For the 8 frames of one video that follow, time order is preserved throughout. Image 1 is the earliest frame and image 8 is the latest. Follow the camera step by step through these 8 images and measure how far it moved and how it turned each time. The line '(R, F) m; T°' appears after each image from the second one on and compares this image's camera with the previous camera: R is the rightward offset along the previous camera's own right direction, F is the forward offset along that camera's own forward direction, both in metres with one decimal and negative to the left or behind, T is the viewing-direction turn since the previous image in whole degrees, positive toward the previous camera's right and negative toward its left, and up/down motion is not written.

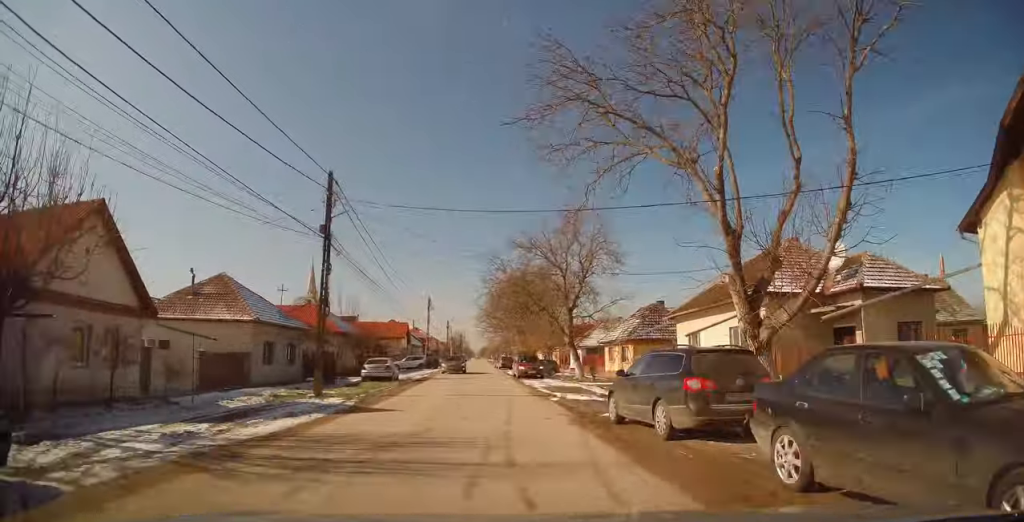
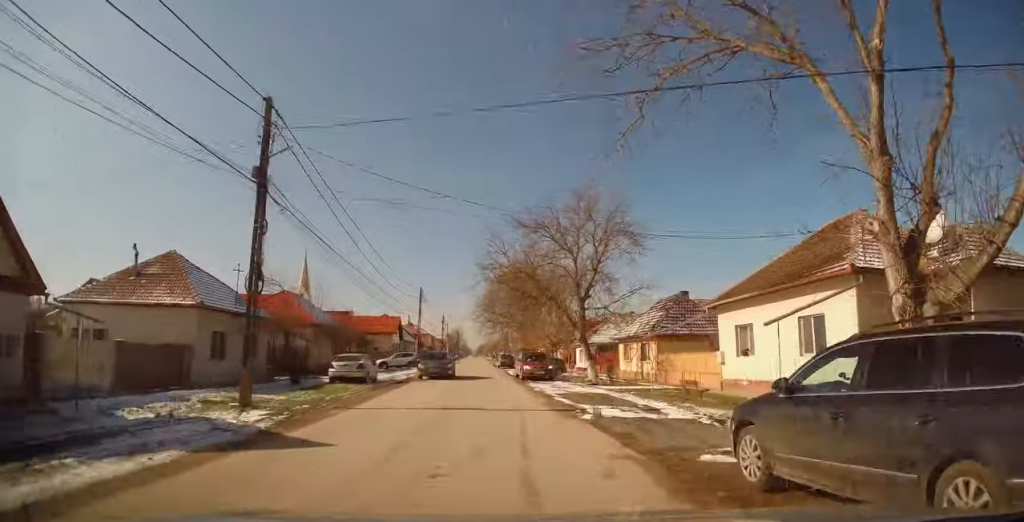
(+0.2, +5.9) m; 0°
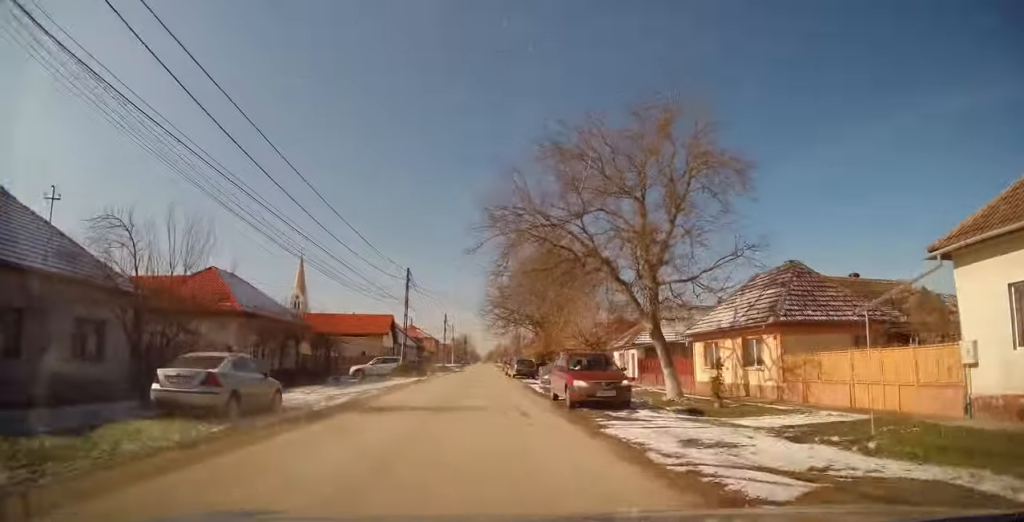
(-0.5, +14.2) m; -2°
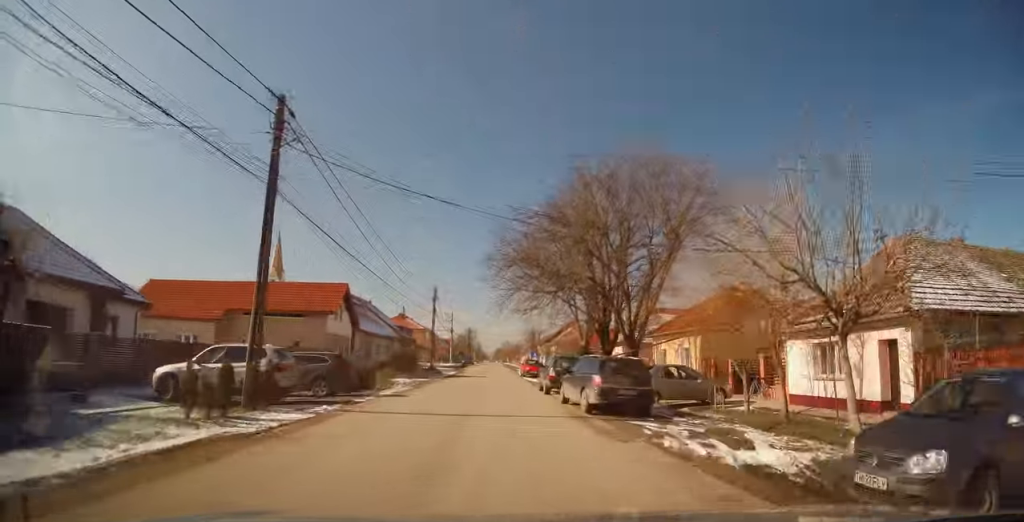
(-0.4, +27.3) m; 0°
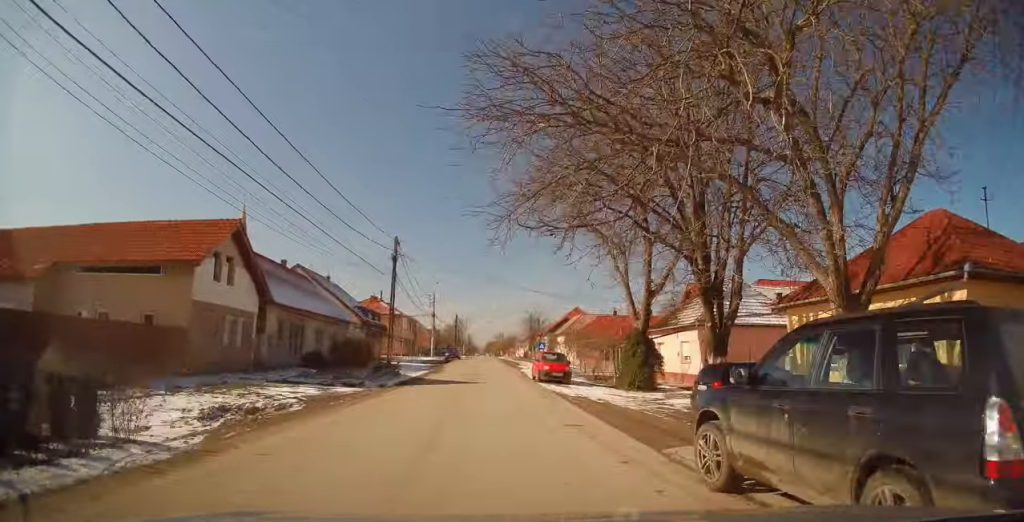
(+0.3, +18.7) m; +1°
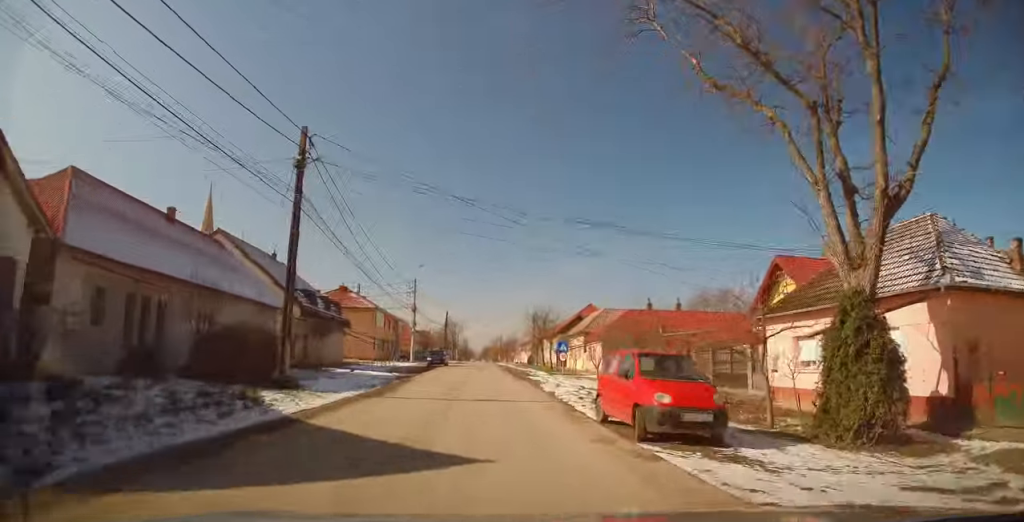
(-0.2, +16.8) m; -1°
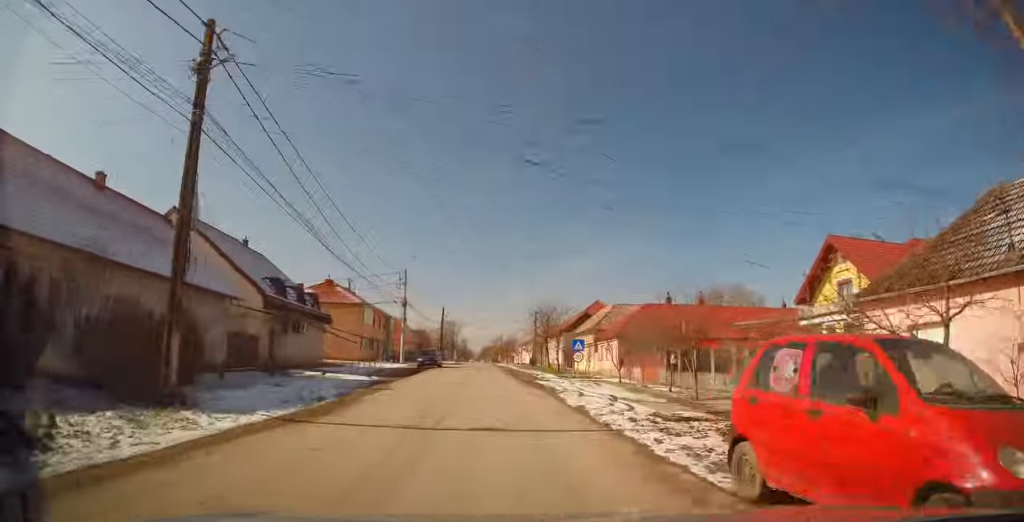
(0.0, +6.3) m; 0°
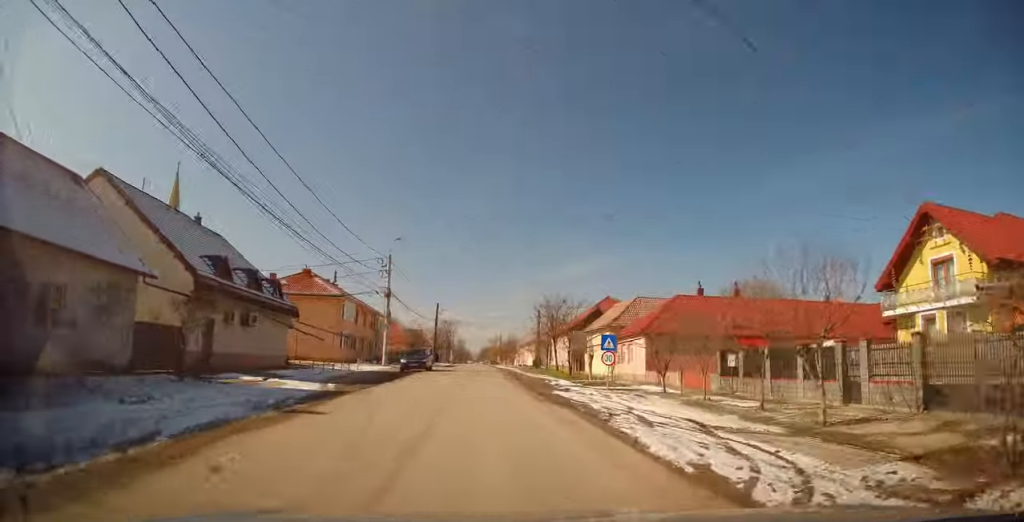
(-0.1, +7.9) m; +1°
